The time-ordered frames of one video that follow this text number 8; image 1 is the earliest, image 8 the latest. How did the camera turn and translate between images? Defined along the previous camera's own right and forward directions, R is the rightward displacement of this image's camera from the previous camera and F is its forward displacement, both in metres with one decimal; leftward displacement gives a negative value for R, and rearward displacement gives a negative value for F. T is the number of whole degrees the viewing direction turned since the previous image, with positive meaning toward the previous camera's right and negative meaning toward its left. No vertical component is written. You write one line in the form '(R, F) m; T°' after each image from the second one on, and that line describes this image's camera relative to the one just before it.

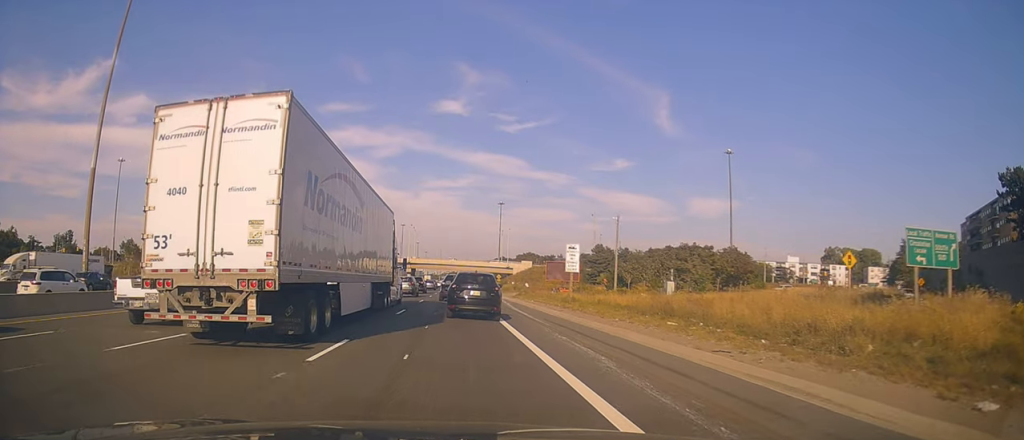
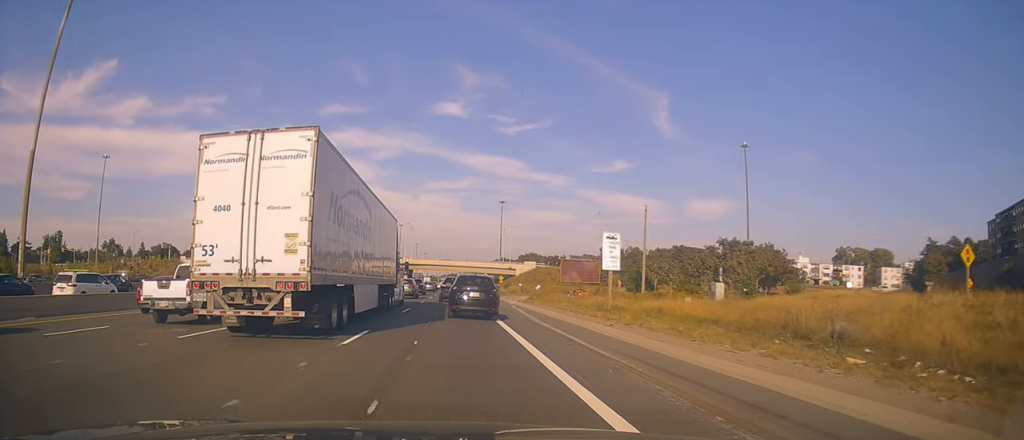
(+0.3, +9.7) m; -1°
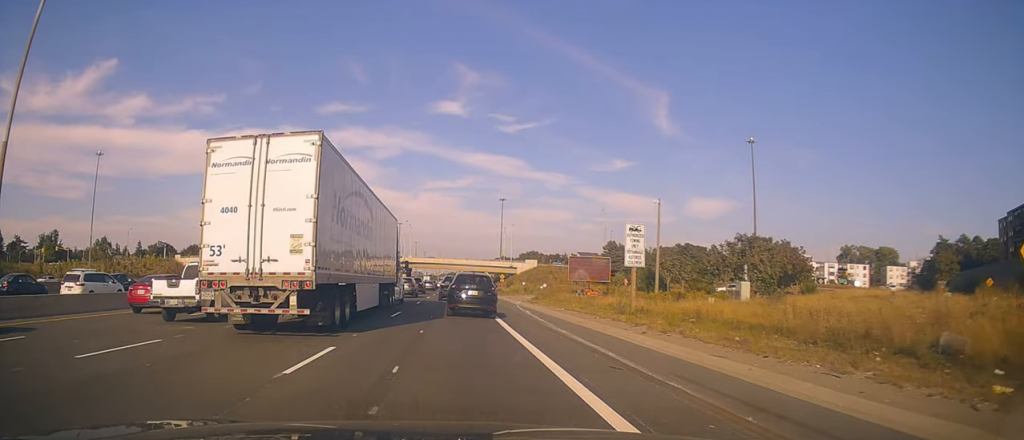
(0.0, +3.6) m; -1°
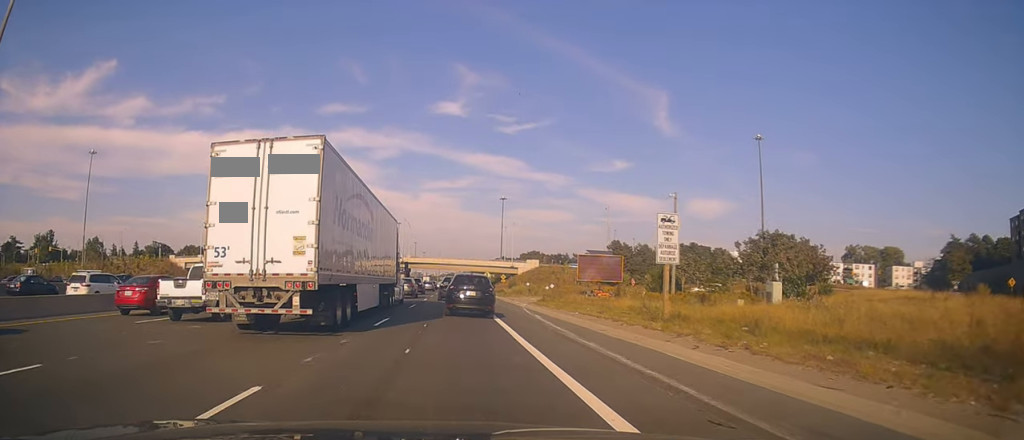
(-0.2, +3.6) m; 0°
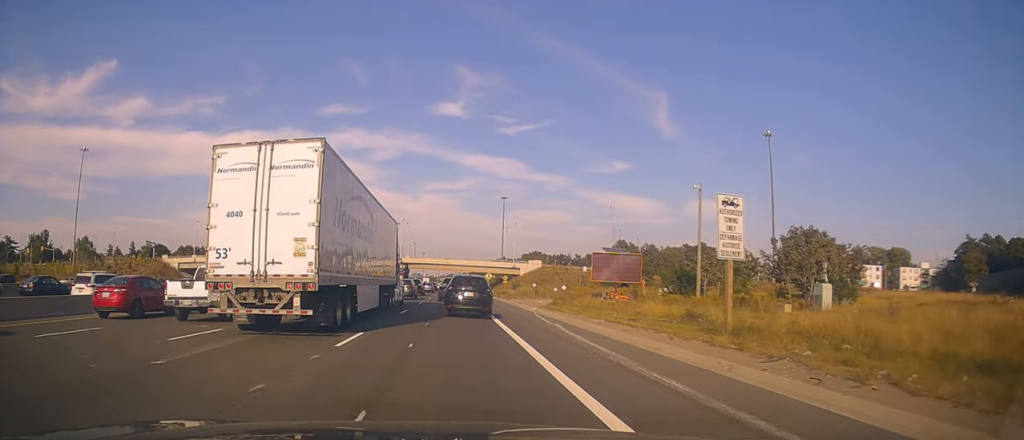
(0.0, +4.6) m; 0°
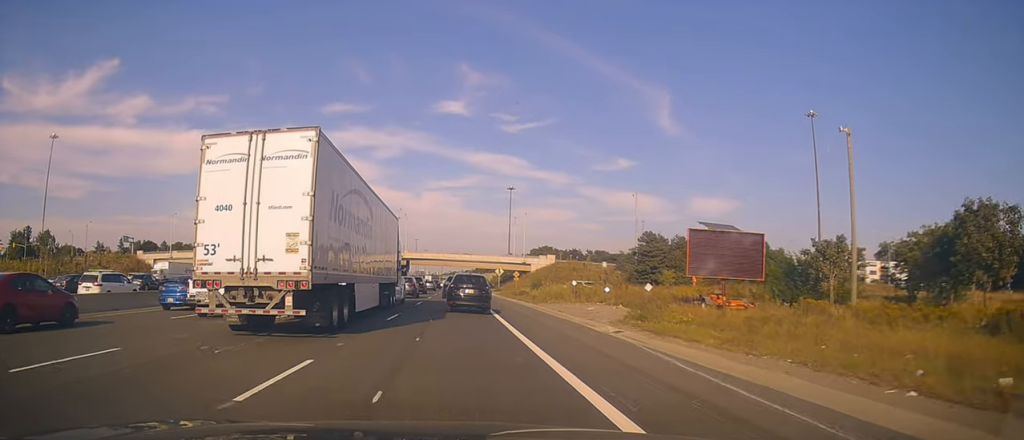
(+0.1, +16.6) m; -2°
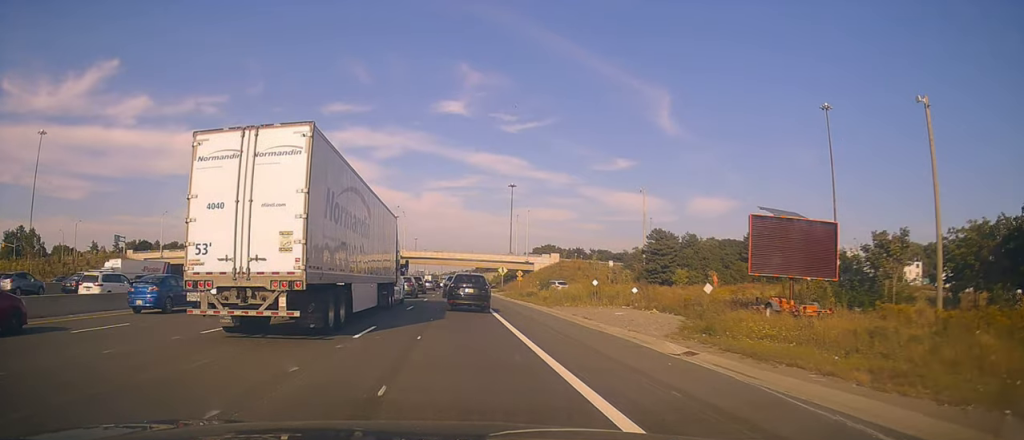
(-0.2, +5.7) m; +1°
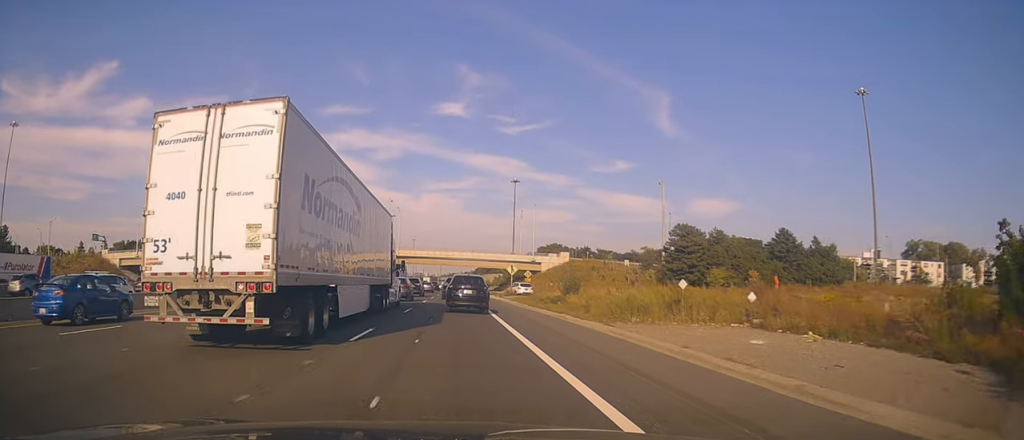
(+0.6, +12.1) m; +2°
